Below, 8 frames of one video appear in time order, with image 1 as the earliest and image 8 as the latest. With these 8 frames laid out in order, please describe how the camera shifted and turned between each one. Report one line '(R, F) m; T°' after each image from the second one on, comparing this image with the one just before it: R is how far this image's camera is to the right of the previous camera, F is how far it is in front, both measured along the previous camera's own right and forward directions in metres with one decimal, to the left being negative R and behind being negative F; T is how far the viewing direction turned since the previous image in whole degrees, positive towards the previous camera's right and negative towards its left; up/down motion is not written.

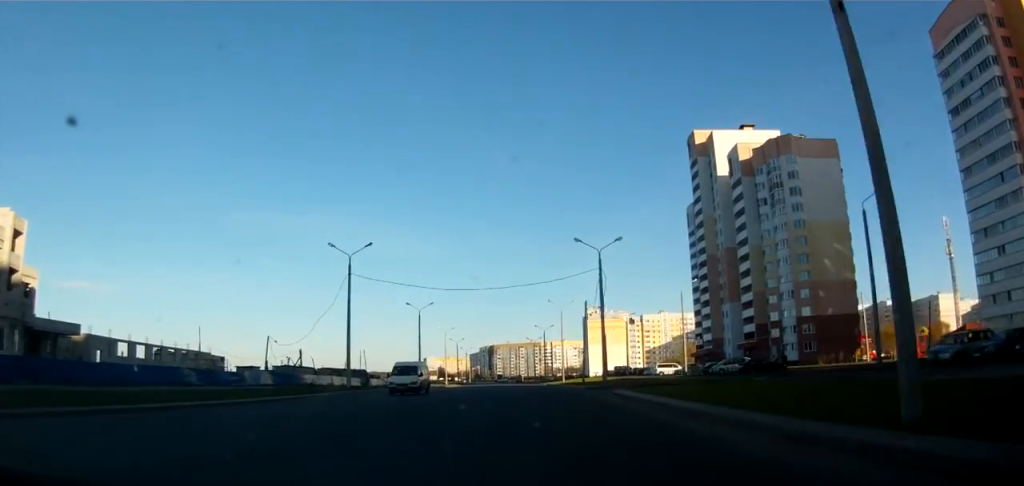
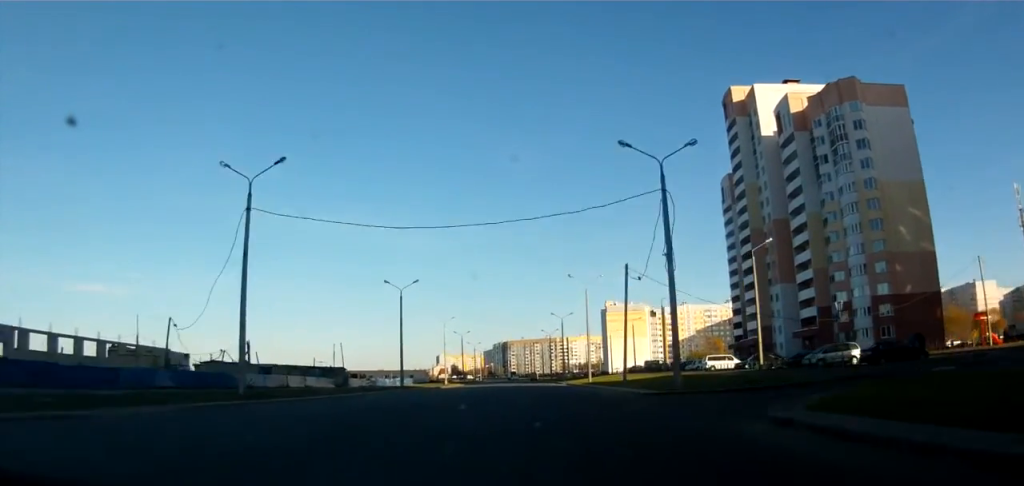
(-0.5, +19.7) m; 0°
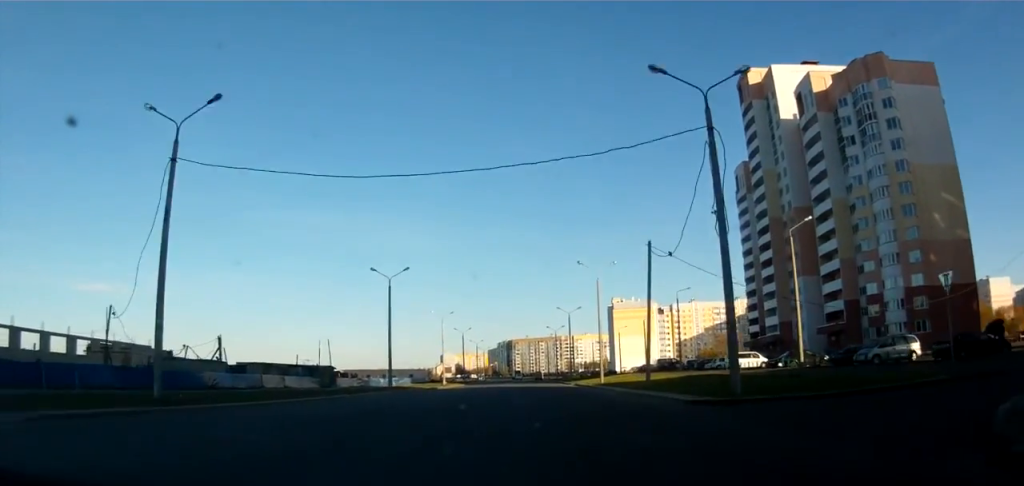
(+0.2, +7.5) m; +1°
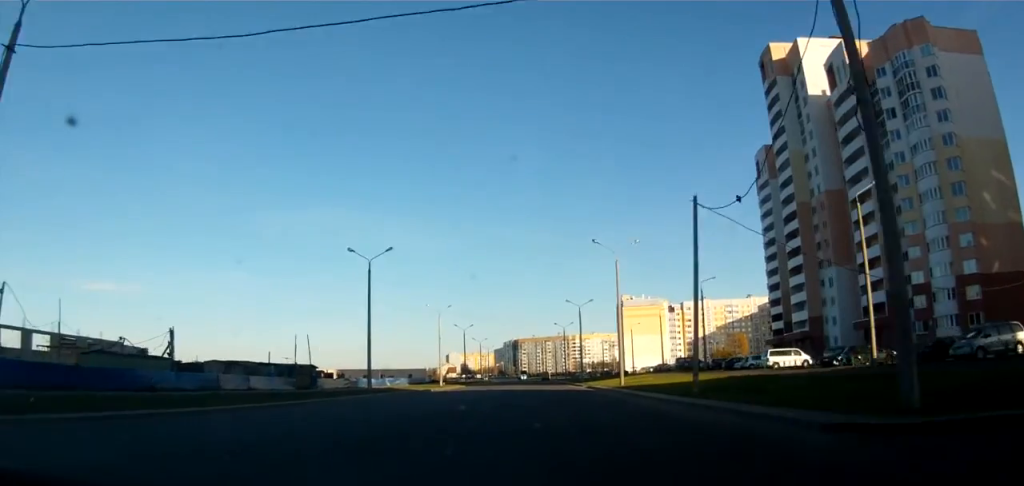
(+0.1, +9.4) m; 0°
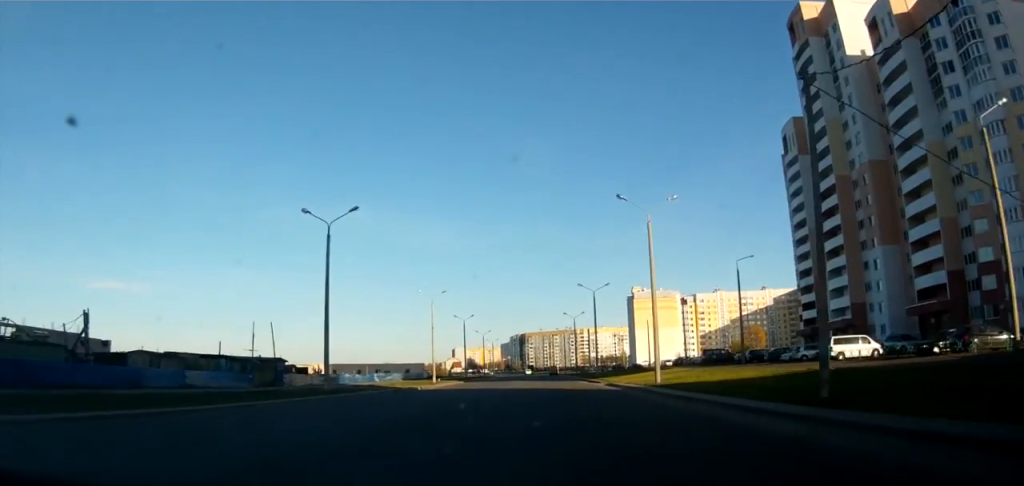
(+0.1, +11.4) m; -2°
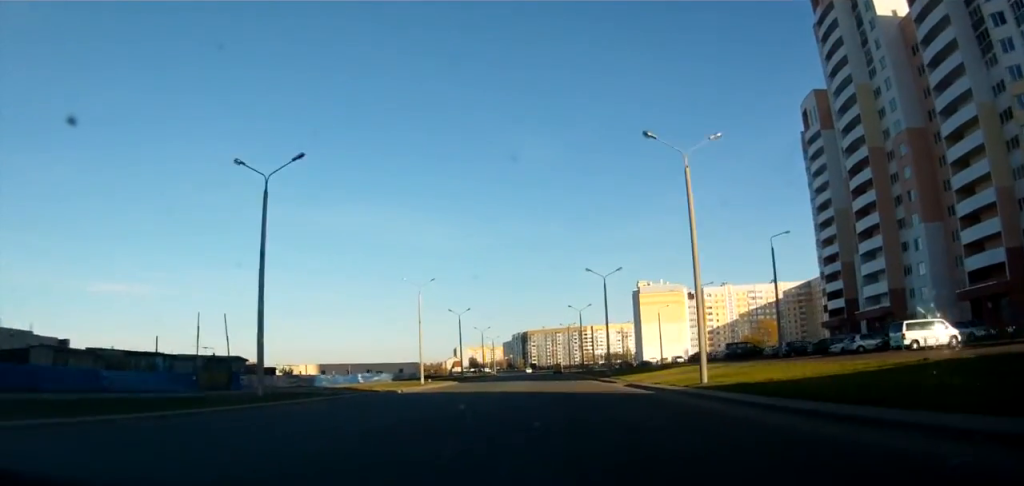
(-0.3, +9.6) m; -1°
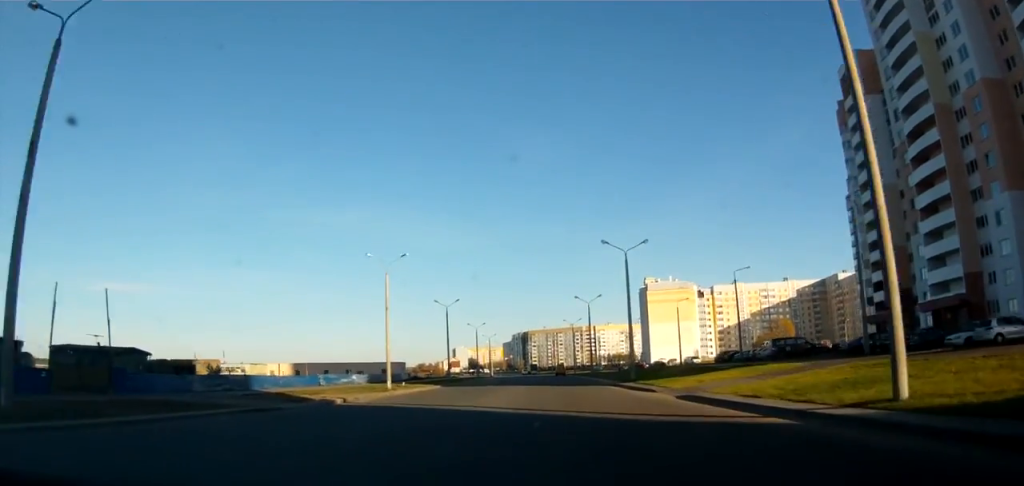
(-0.2, +15.6) m; -1°
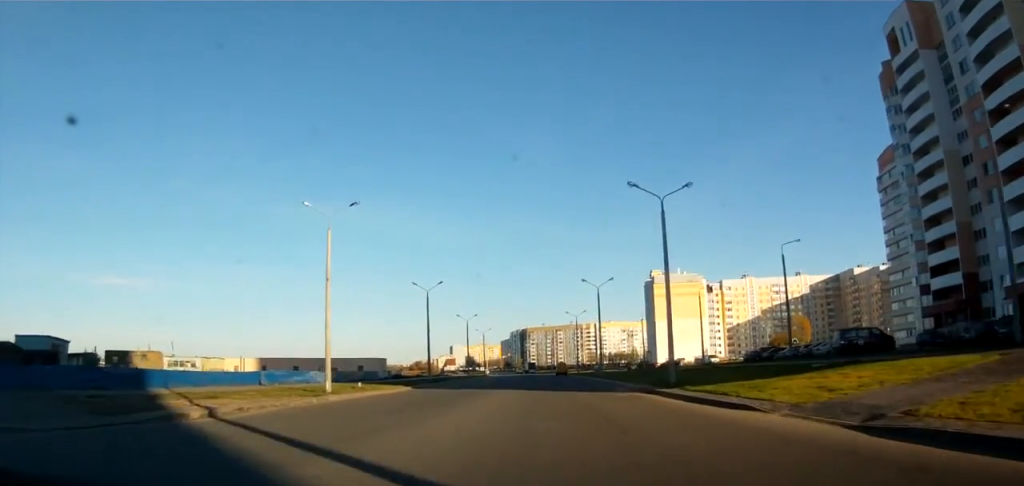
(0.0, +14.4) m; -1°
